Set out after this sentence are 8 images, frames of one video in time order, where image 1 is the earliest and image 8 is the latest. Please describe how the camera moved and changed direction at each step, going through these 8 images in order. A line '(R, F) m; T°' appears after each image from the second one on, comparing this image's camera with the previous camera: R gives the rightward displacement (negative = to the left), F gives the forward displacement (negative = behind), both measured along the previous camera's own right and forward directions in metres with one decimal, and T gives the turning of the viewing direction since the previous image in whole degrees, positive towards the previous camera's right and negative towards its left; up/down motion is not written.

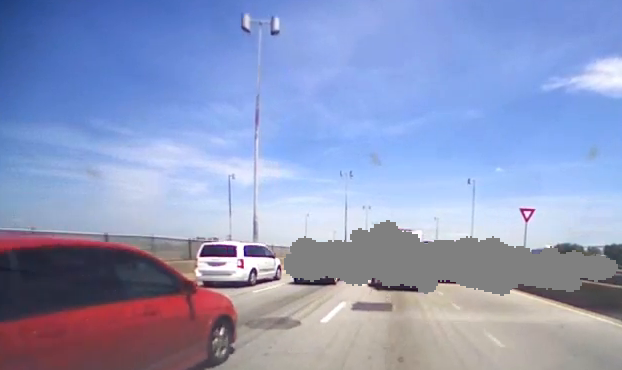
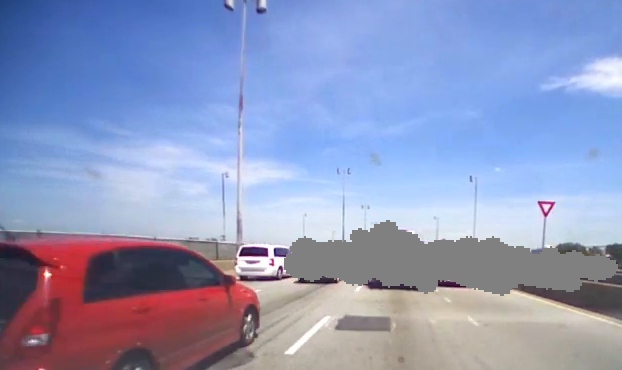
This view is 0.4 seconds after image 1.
(0.0, +1.9) m; 0°
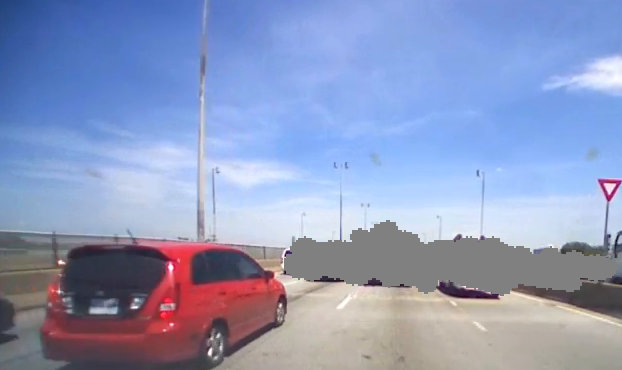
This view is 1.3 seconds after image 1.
(0.0, +3.8) m; +1°
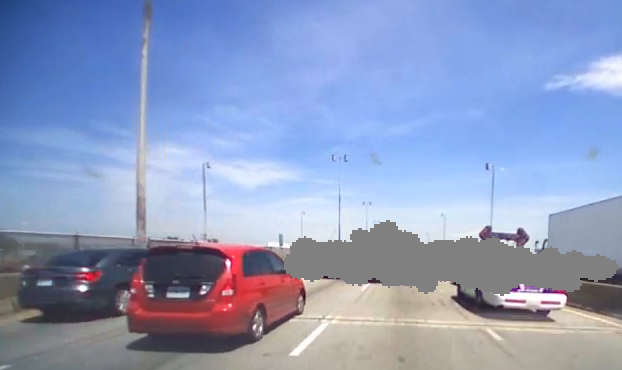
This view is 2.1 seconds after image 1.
(0.0, +3.1) m; 0°
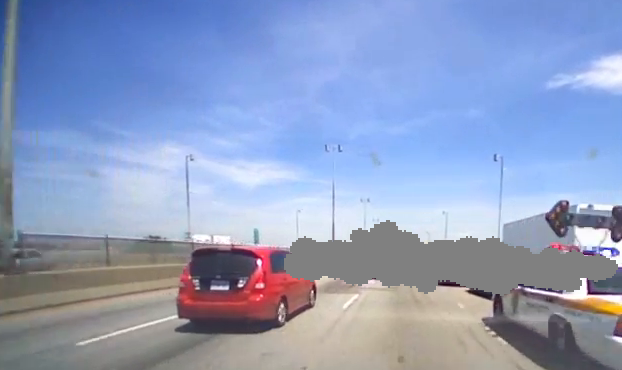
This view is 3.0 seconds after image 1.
(0.0, +3.8) m; 0°
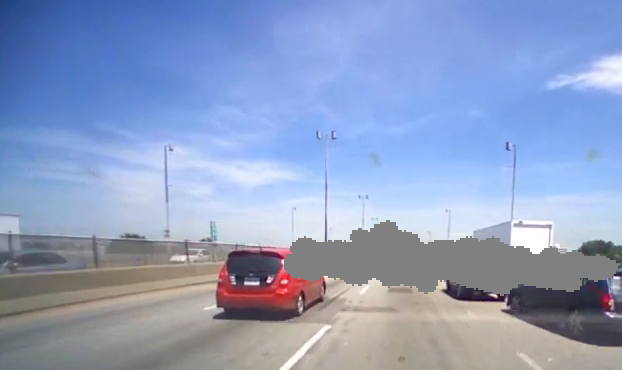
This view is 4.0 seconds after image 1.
(0.0, +5.0) m; 0°
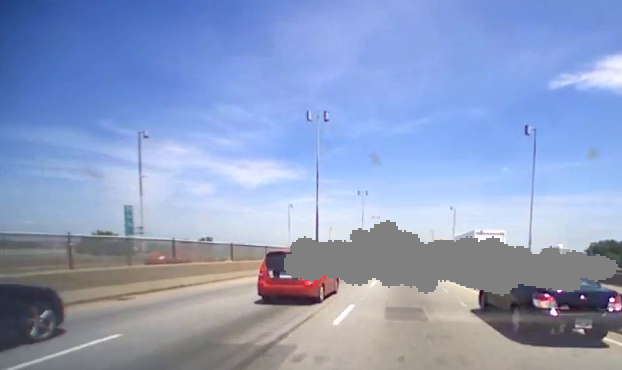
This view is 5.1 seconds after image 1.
(-0.1, +6.3) m; -4°
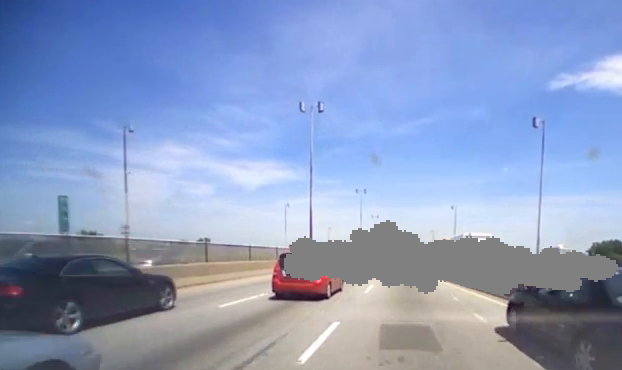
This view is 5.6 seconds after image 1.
(-0.1, +3.0) m; +2°
